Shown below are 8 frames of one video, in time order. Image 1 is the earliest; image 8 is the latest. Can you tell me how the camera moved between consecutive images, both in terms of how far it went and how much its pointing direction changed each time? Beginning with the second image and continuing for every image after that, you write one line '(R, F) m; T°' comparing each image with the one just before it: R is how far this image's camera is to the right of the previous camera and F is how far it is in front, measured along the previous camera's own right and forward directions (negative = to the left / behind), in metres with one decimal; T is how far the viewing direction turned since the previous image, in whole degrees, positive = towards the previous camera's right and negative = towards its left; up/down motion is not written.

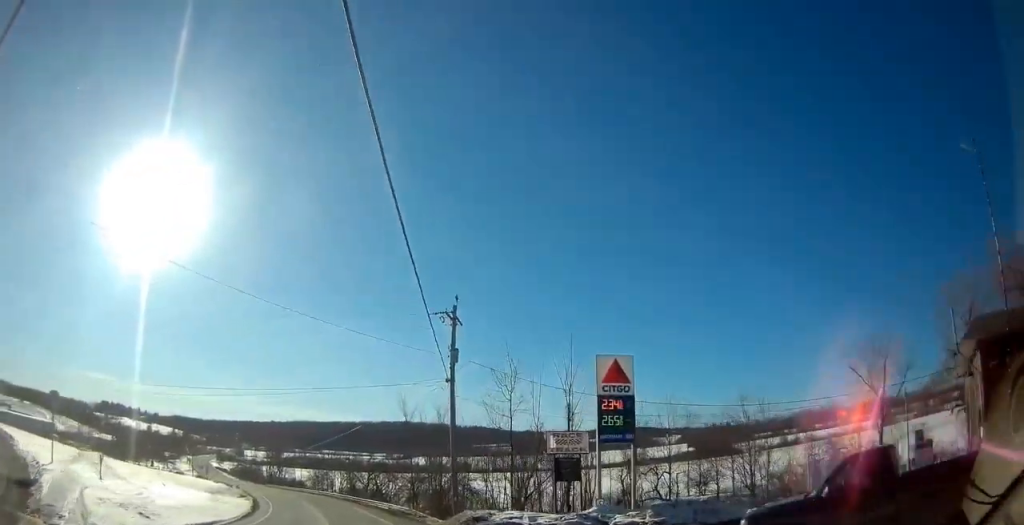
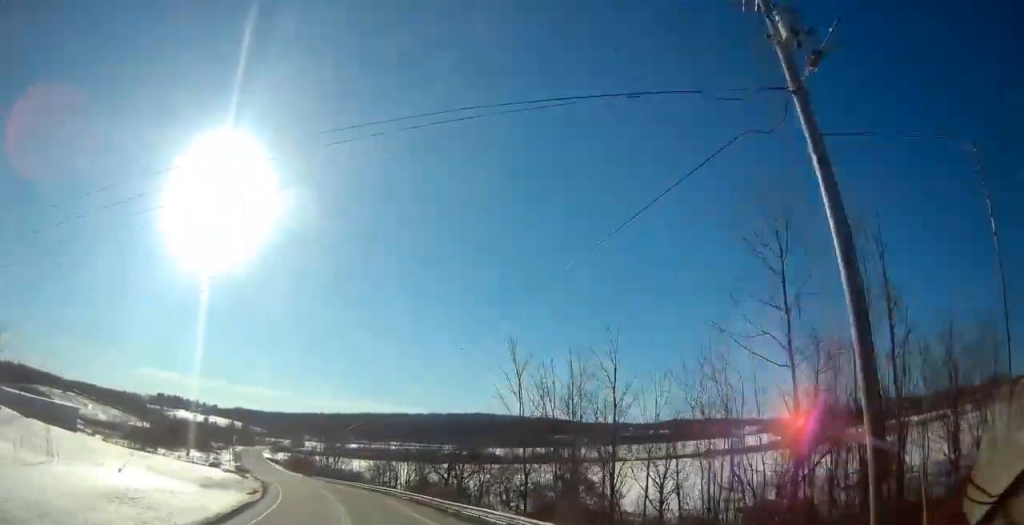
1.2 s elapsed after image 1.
(-0.7, +22.7) m; -2°
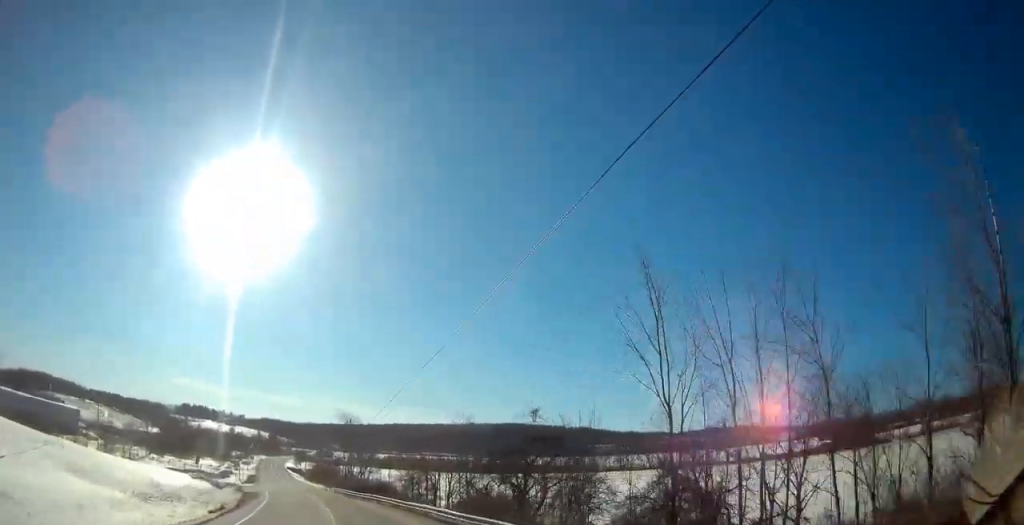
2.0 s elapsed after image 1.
(0.0, +16.1) m; -6°
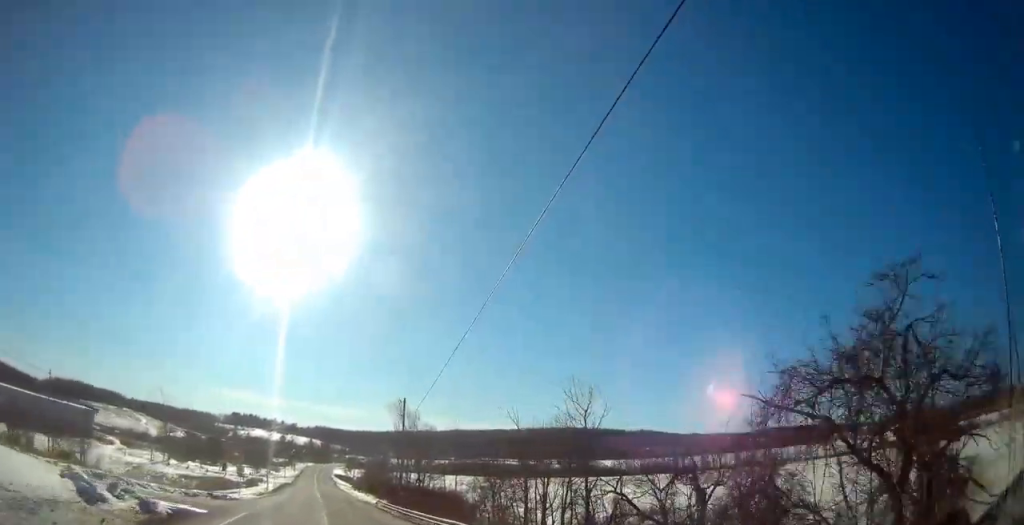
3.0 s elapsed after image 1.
(-2.0, +21.0) m; -7°
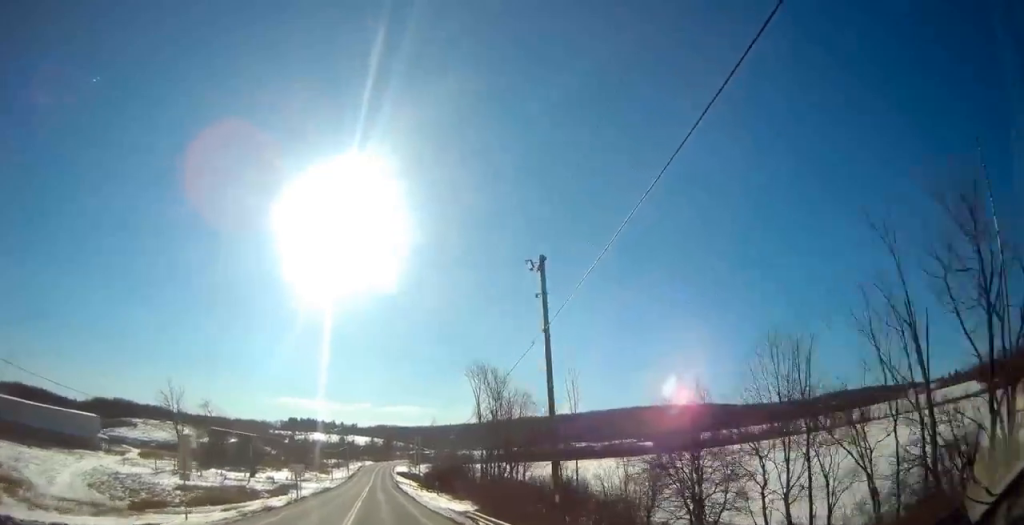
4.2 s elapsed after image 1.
(-0.6, +26.8) m; -5°
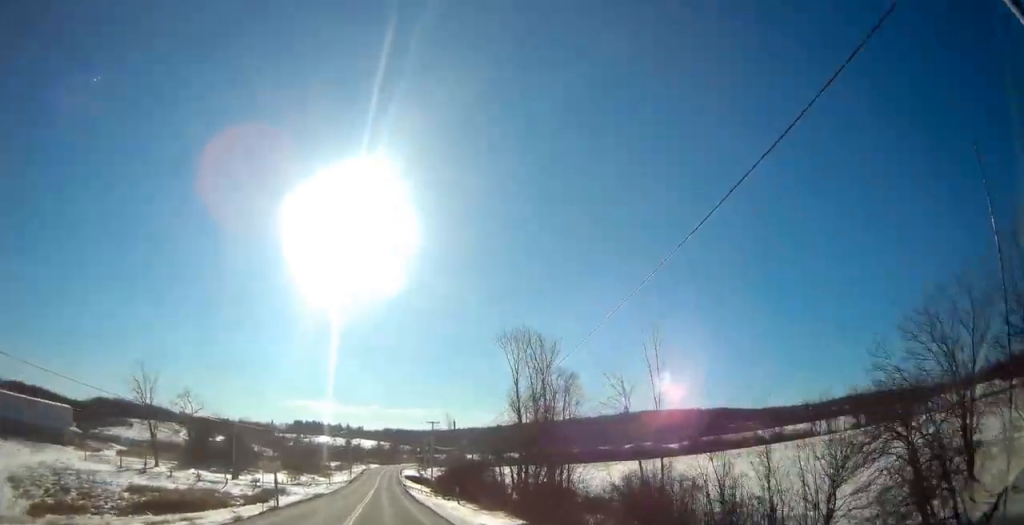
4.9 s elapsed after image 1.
(-1.0, +15.5) m; -2°
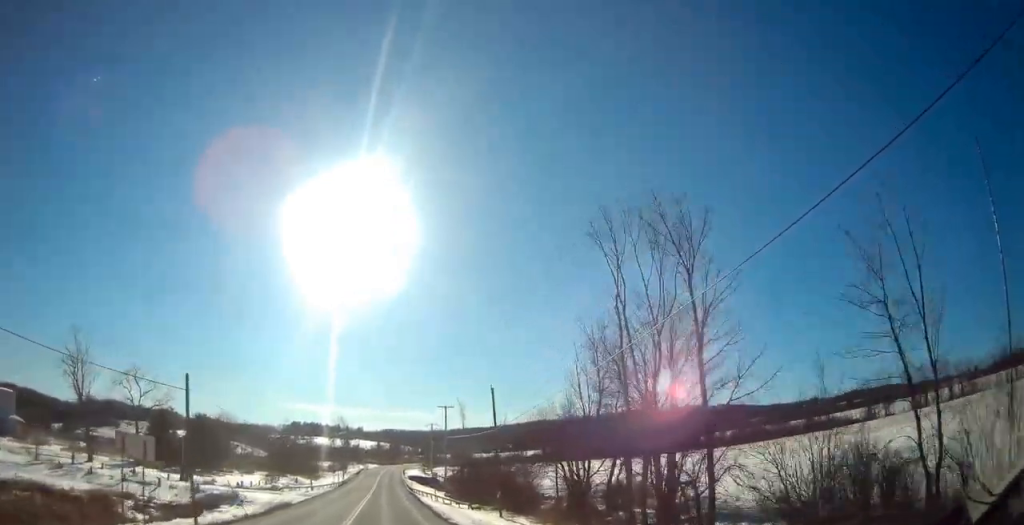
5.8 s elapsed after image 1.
(-0.4, +22.1) m; -2°
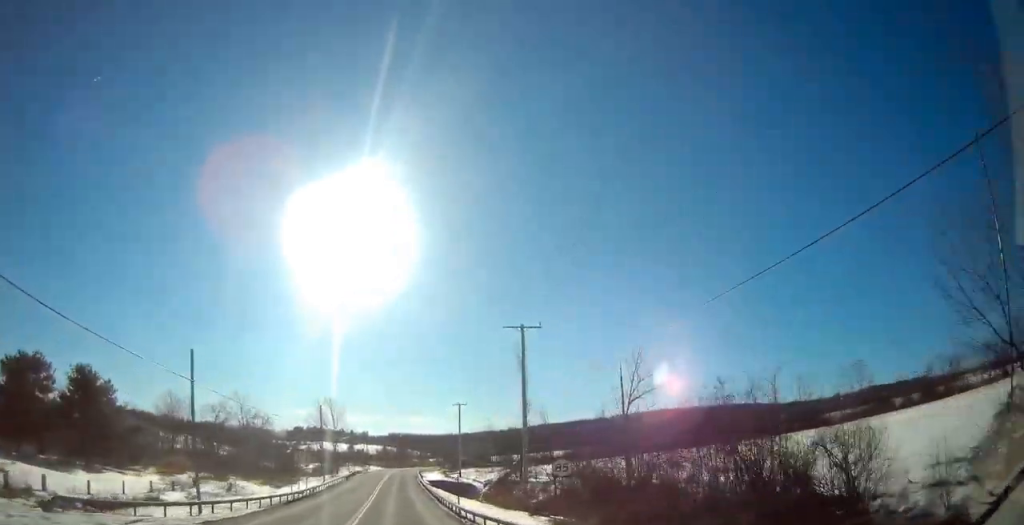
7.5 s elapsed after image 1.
(-0.7, +42.0) m; -1°
